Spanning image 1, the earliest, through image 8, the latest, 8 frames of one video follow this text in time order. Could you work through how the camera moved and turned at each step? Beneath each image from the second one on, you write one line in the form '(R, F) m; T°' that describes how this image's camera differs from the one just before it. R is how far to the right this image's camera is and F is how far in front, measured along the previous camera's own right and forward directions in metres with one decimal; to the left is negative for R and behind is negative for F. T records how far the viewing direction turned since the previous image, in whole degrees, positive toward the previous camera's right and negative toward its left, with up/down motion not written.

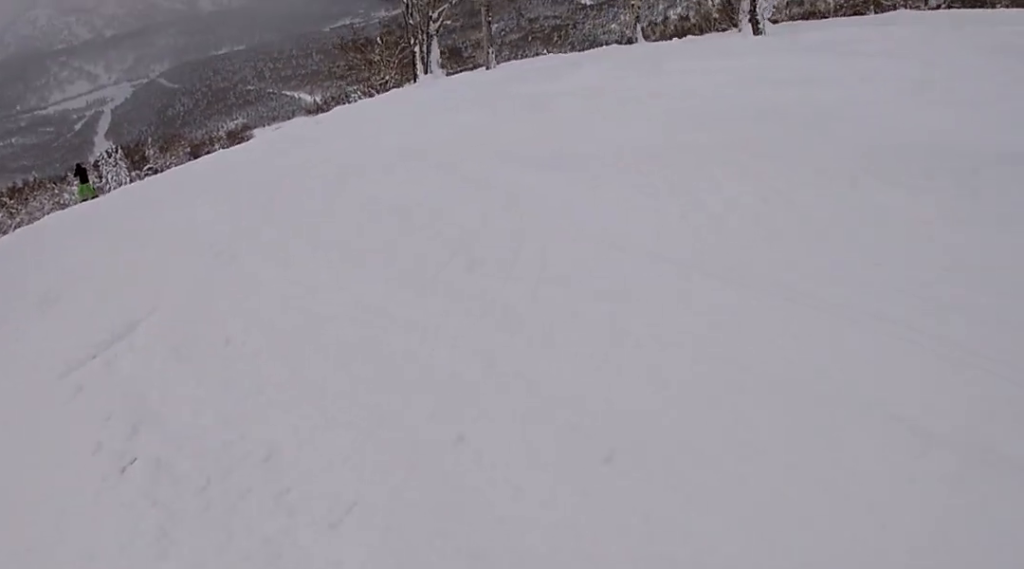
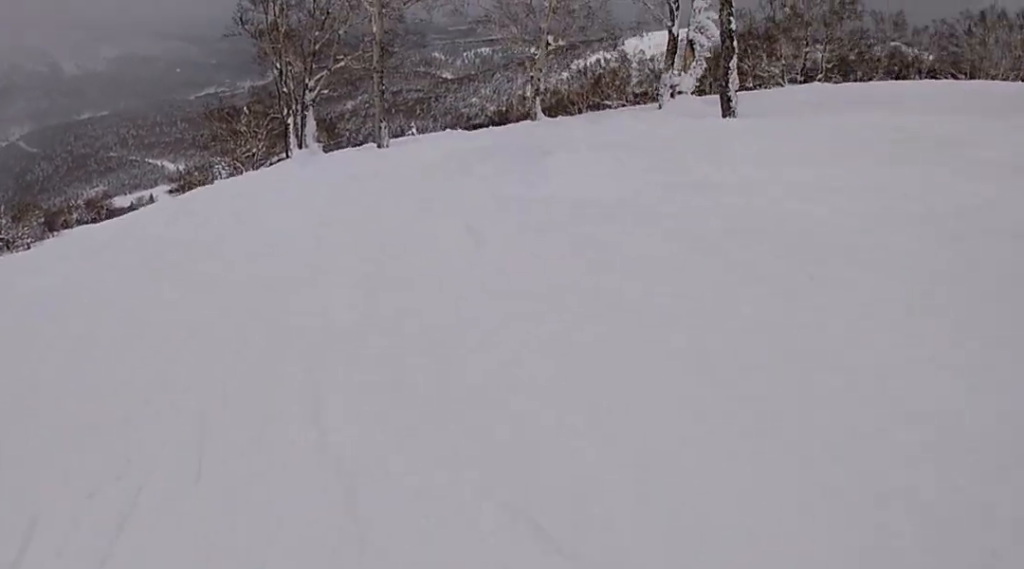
(+0.7, +5.0) m; +7°
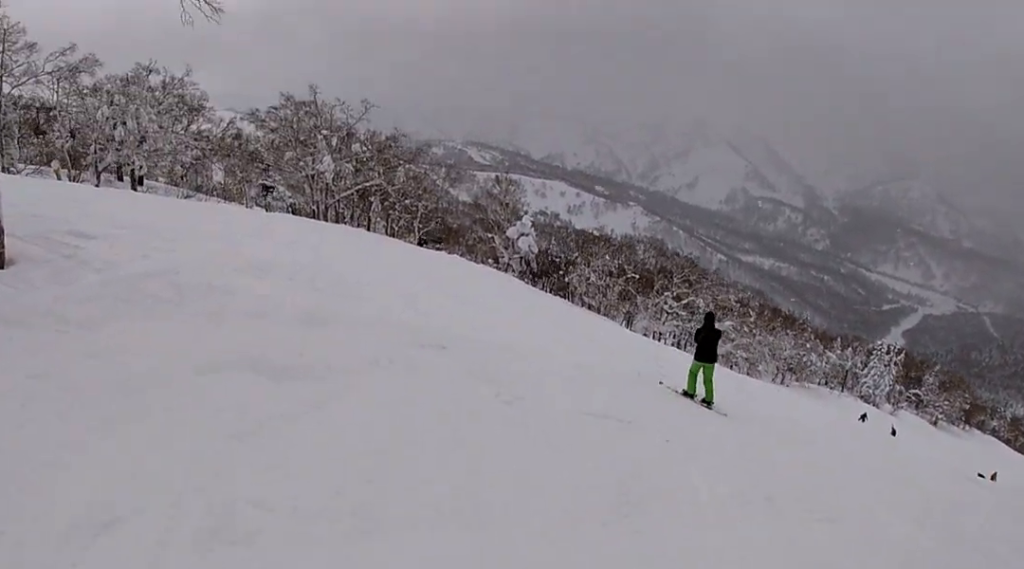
(-6.9, +10.7) m; -65°
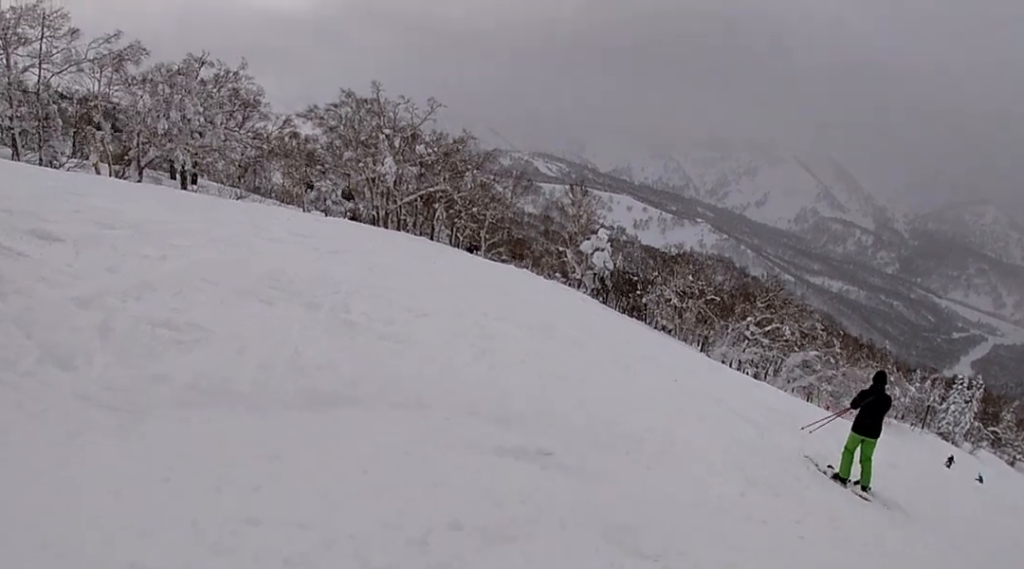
(-0.1, +3.7) m; -4°
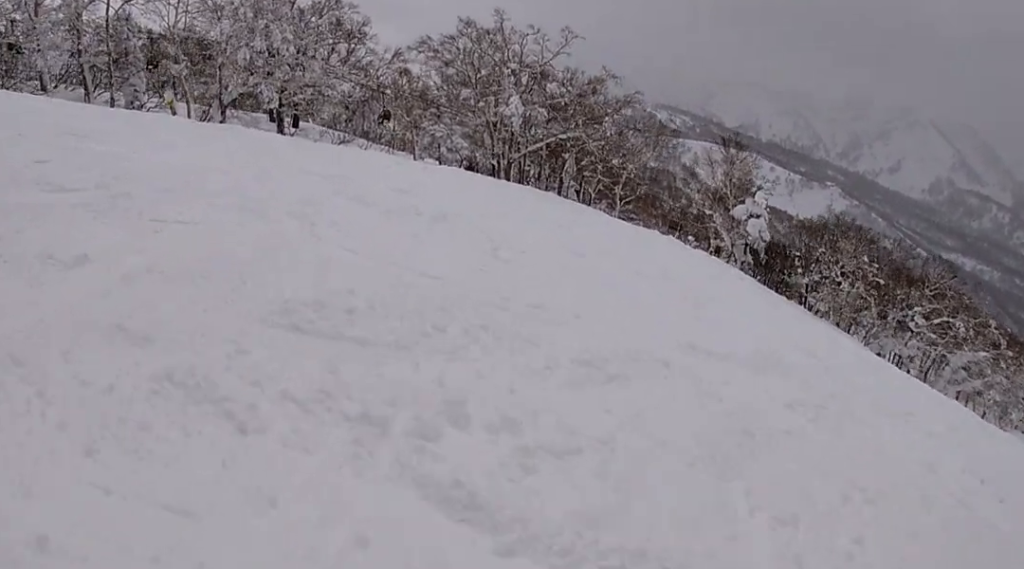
(-0.3, +5.4) m; -13°
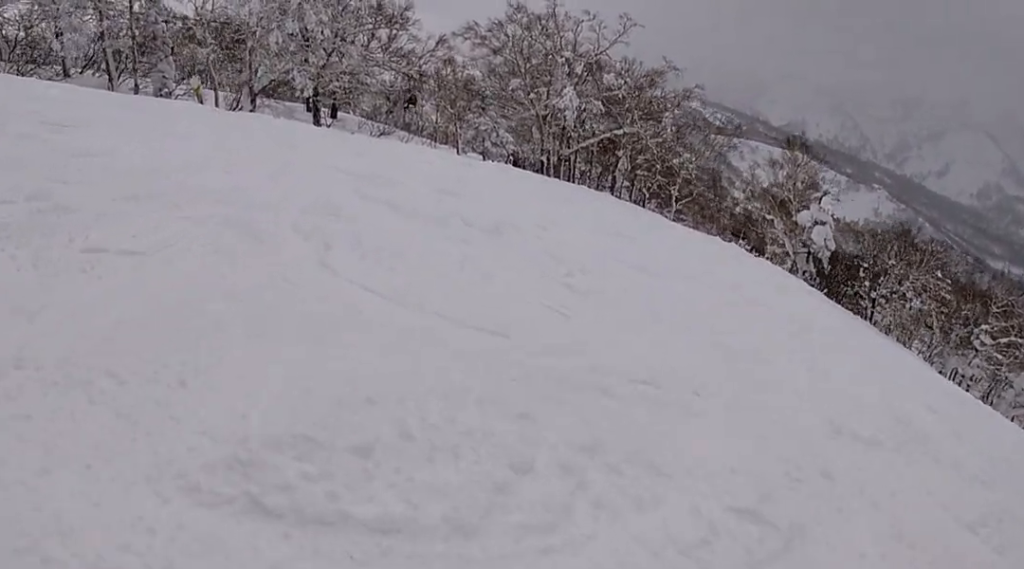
(-0.4, +2.5) m; -7°
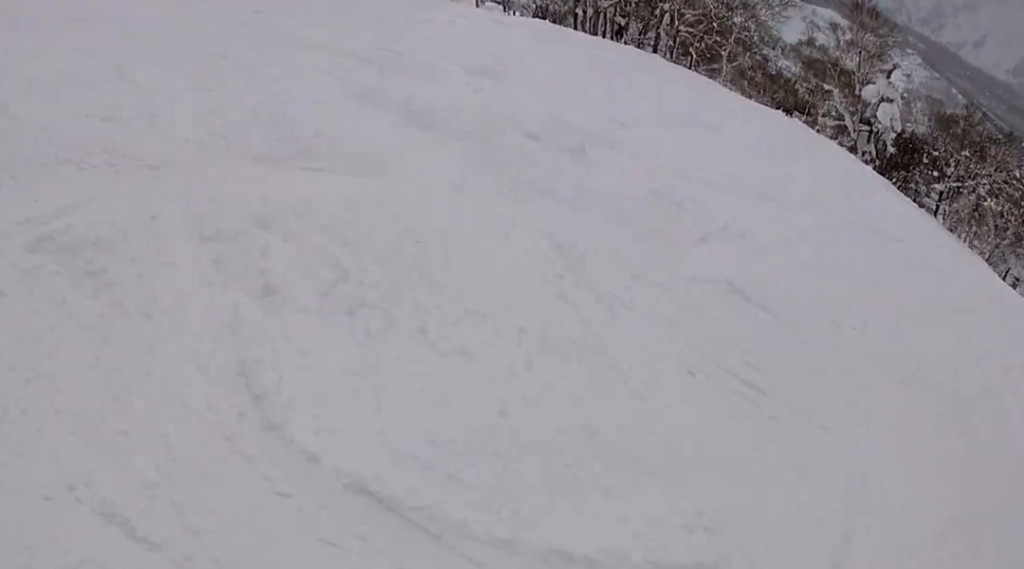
(0.0, +3.8) m; -1°
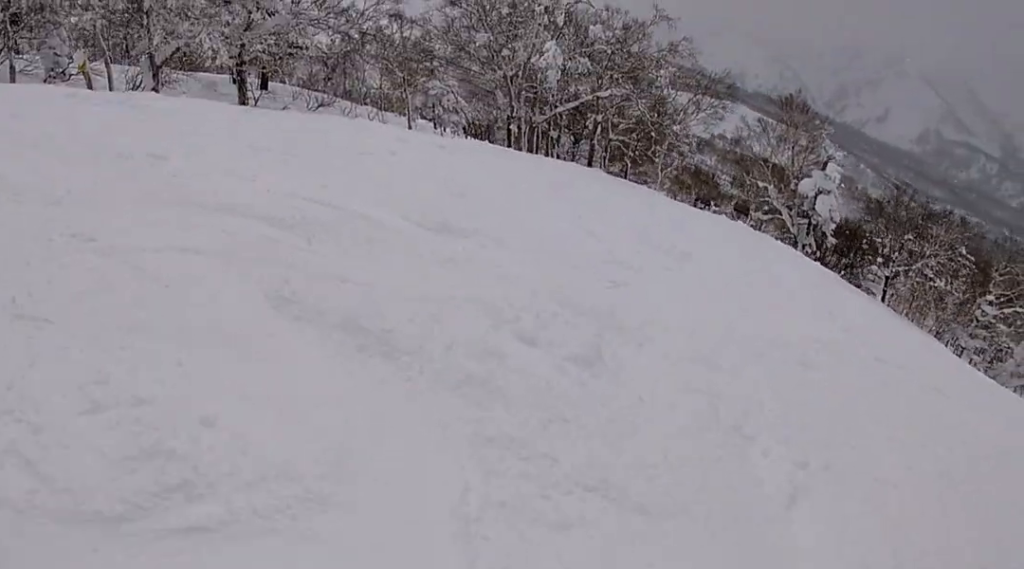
(0.0, +2.6) m; 0°
